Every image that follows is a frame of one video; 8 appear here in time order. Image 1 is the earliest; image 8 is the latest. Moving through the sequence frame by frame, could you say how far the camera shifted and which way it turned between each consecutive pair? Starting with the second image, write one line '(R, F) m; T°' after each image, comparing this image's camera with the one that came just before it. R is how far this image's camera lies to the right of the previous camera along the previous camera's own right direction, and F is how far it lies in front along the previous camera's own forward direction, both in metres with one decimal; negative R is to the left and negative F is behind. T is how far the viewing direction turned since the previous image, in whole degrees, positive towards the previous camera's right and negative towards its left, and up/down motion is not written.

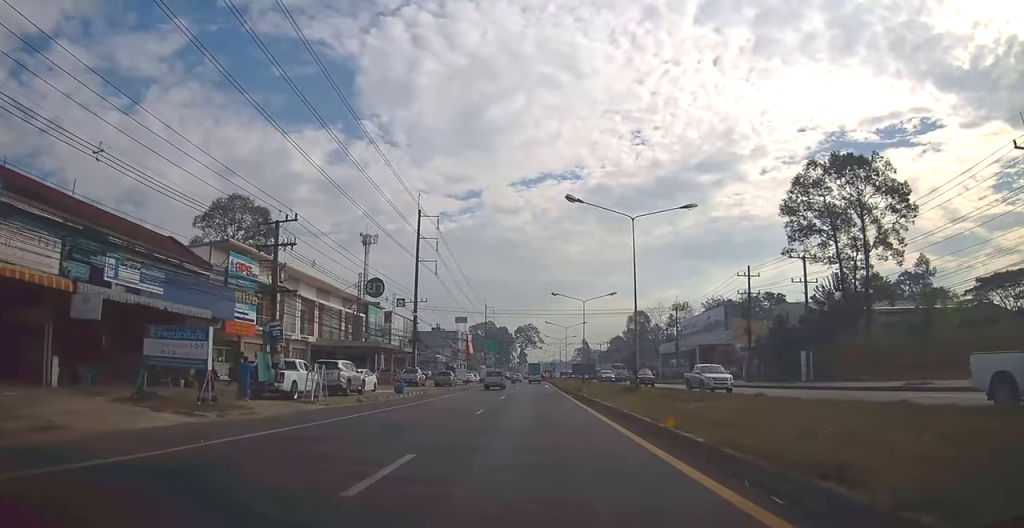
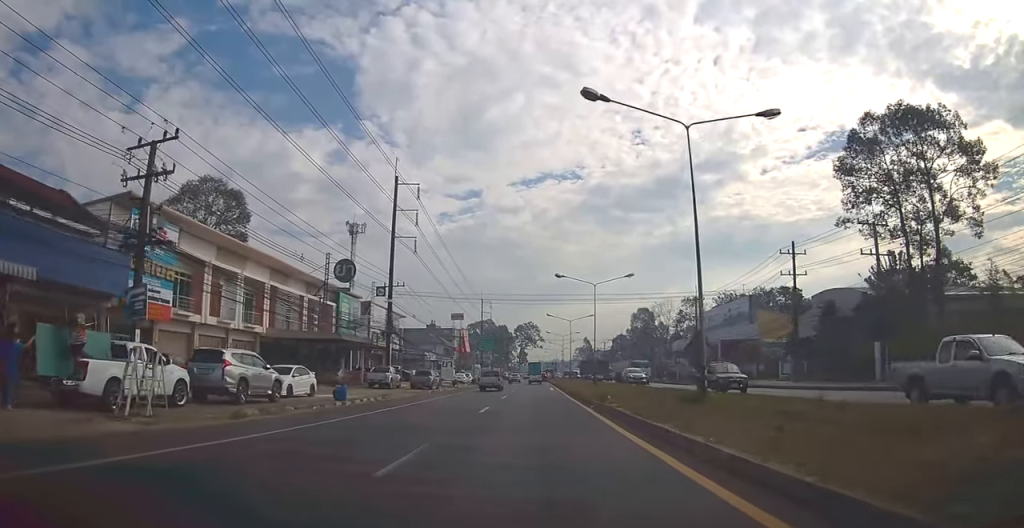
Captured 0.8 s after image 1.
(+0.3, +10.9) m; +2°
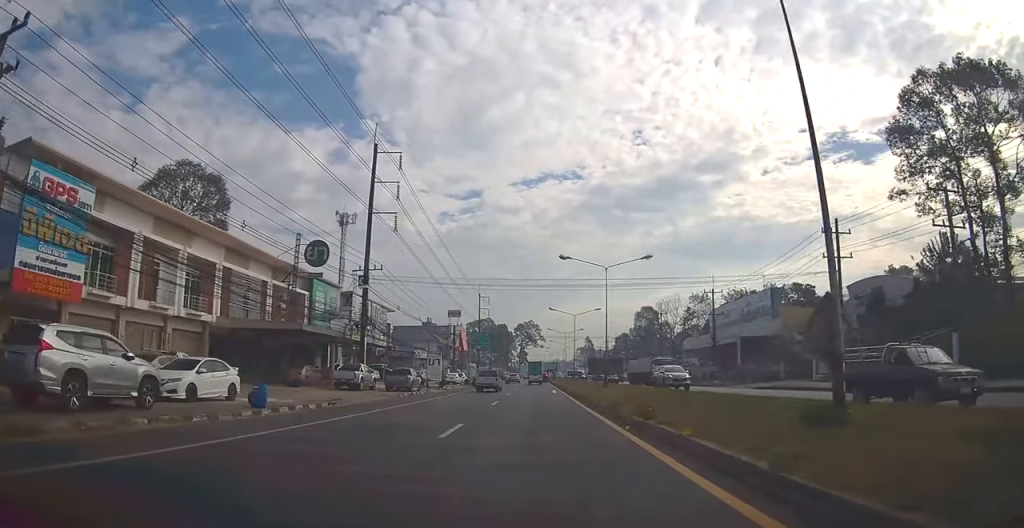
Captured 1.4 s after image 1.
(0.0, +7.6) m; 0°
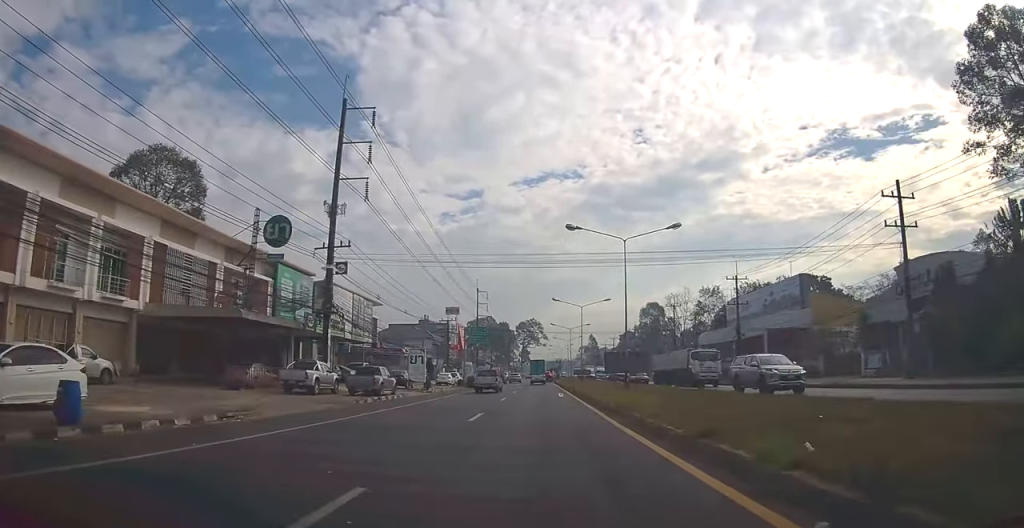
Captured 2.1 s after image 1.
(0.0, +8.2) m; -1°
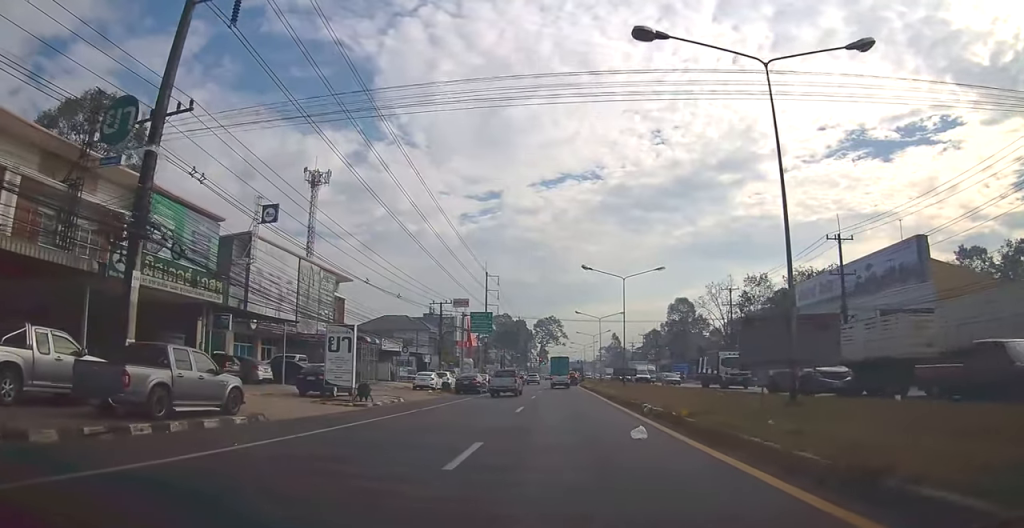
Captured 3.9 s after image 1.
(-0.6, +19.8) m; -1°
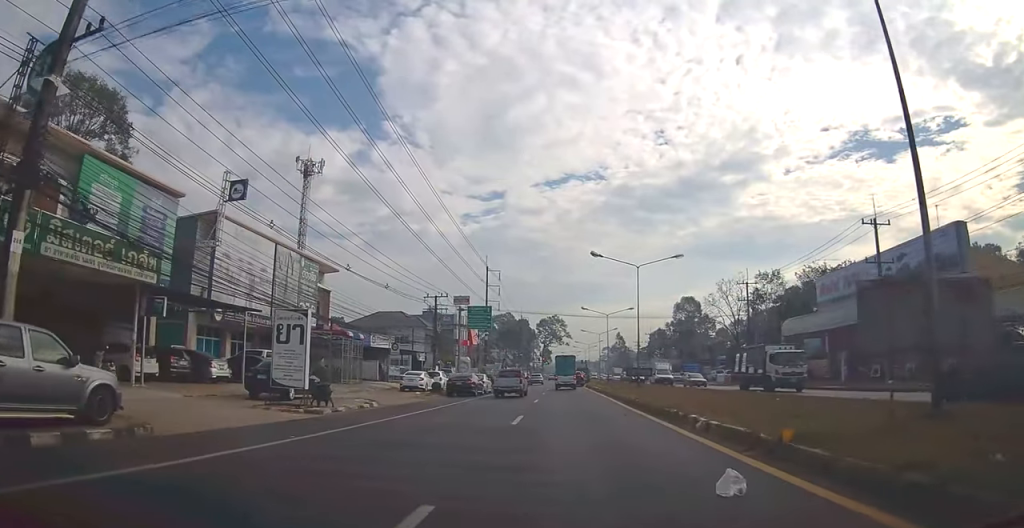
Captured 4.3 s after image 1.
(+0.1, +4.9) m; 0°
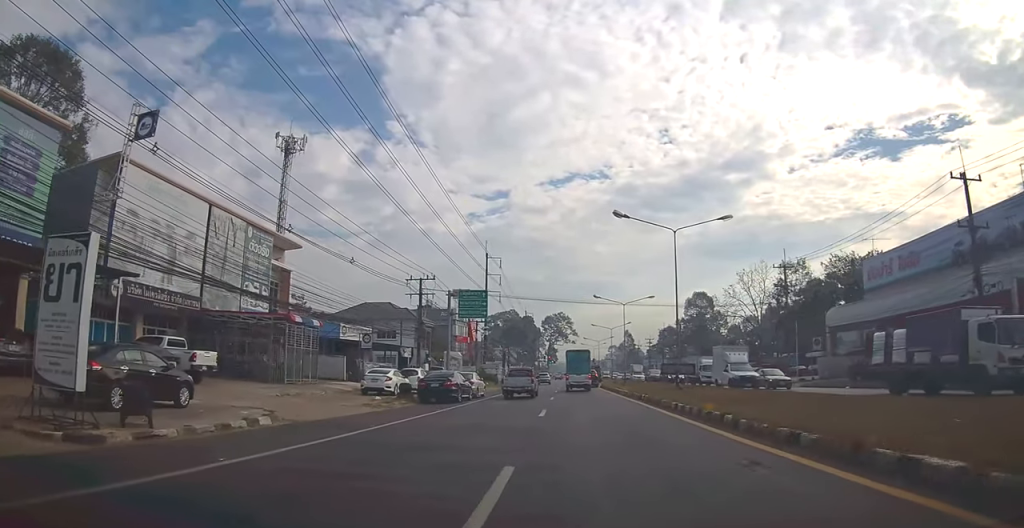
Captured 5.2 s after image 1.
(+0.1, +9.7) m; +1°
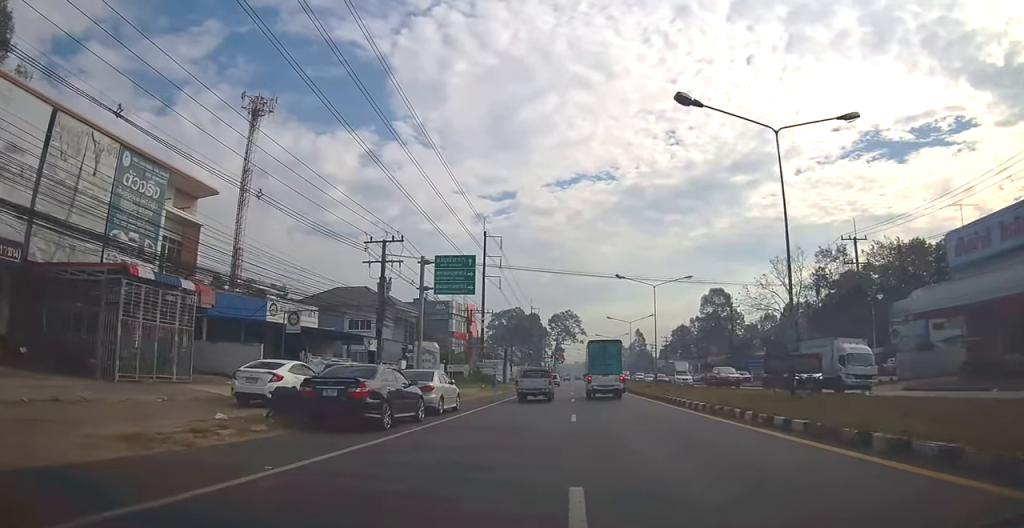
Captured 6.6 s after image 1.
(+0.2, +13.5) m; 0°
